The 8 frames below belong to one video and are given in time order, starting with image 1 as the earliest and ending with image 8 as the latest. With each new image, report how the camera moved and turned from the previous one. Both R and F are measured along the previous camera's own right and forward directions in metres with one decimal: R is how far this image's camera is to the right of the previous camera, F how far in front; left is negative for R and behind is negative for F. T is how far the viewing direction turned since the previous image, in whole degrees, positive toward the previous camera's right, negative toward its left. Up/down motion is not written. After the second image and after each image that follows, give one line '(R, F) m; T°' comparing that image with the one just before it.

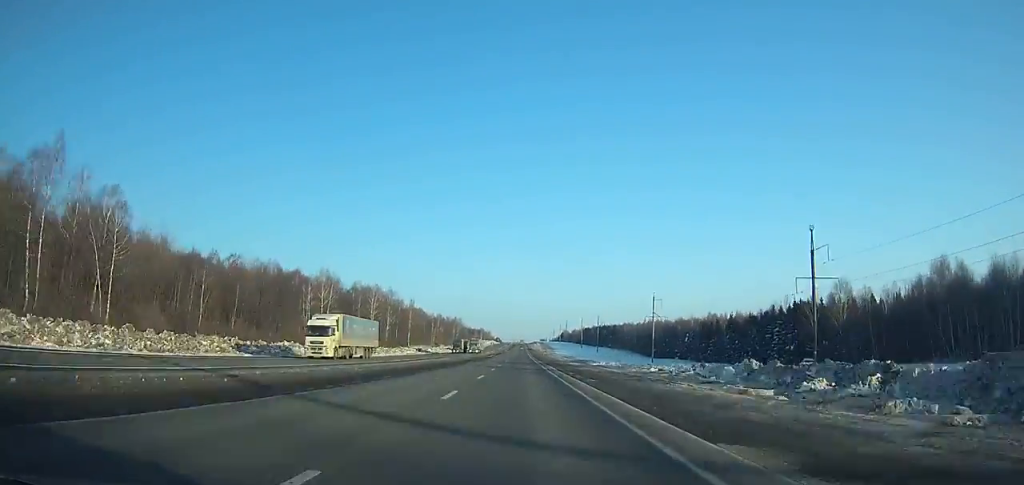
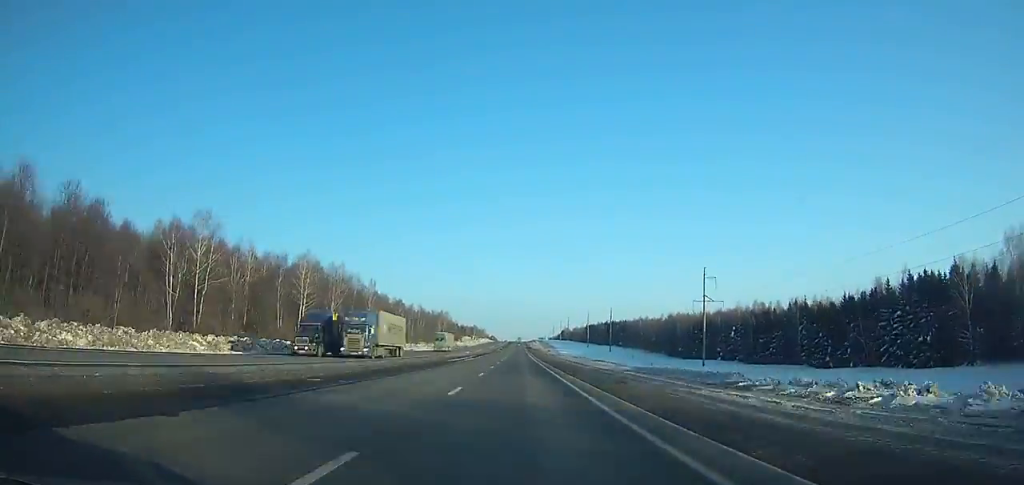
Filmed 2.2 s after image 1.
(+0.1, +59.0) m; 0°
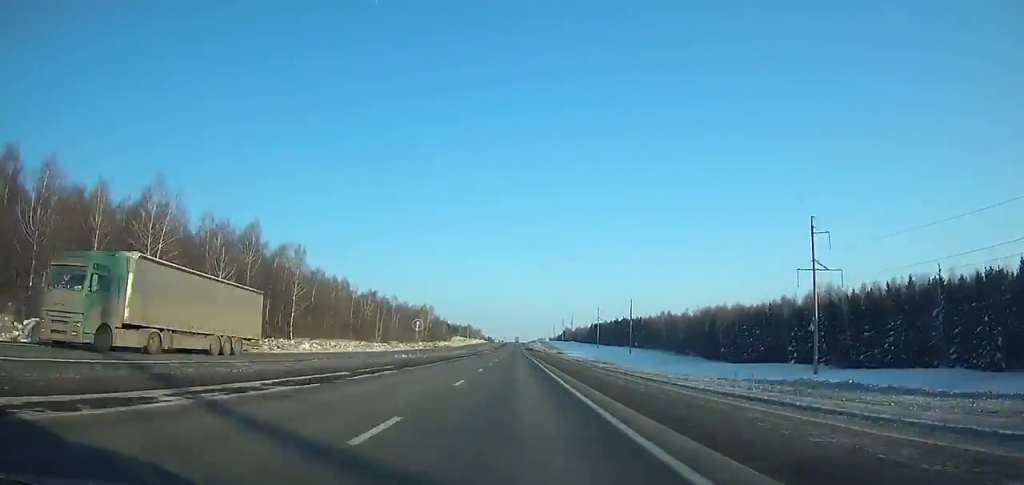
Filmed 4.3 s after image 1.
(+0.4, +56.5) m; 0°
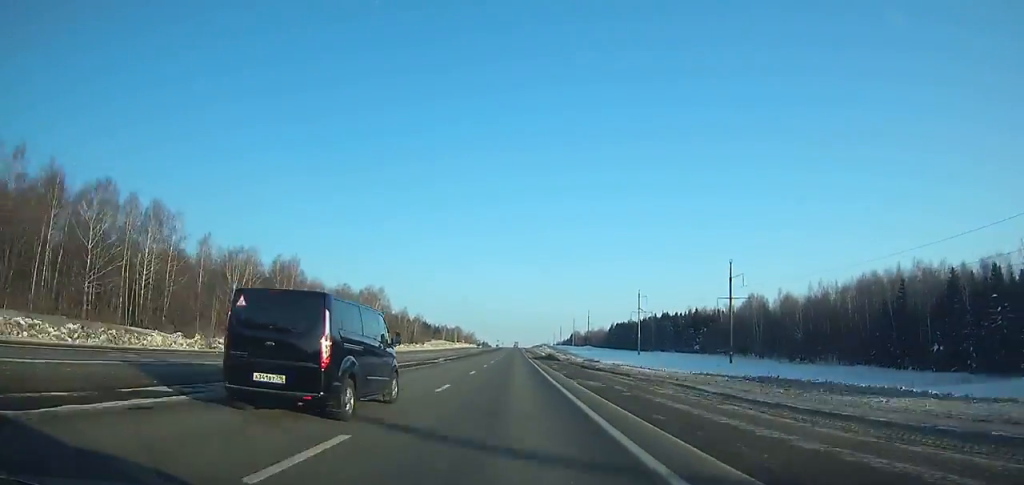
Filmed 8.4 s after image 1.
(-0.2, +110.5) m; 0°
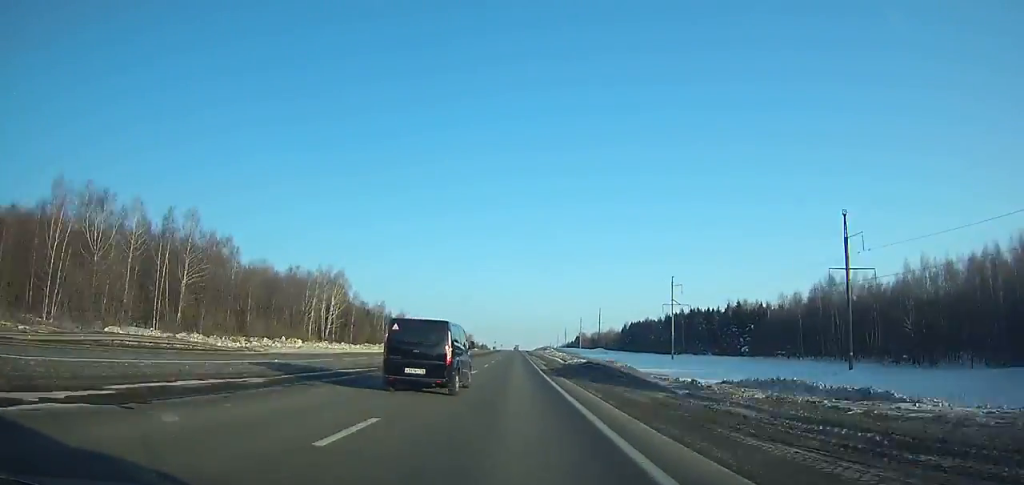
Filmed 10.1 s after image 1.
(-0.1, +45.8) m; 0°
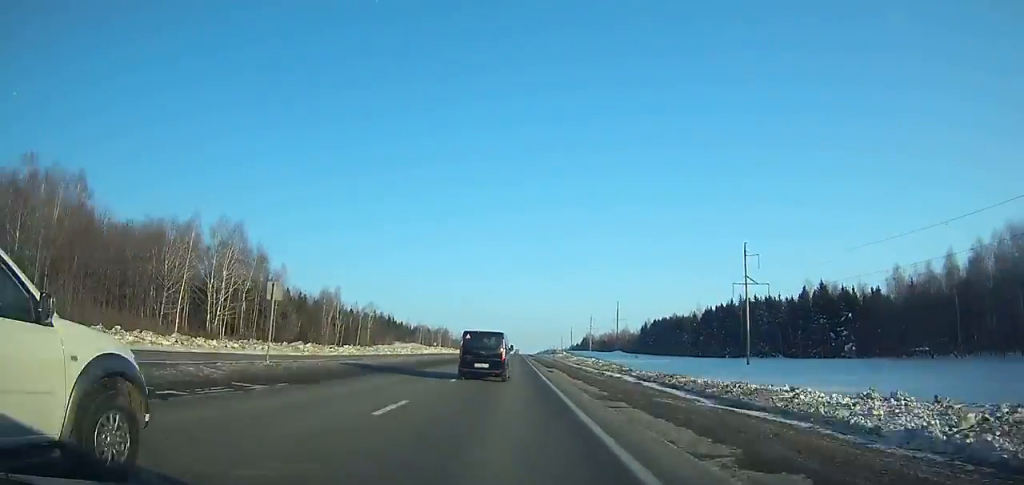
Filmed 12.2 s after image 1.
(+0.1, +56.5) m; 0°
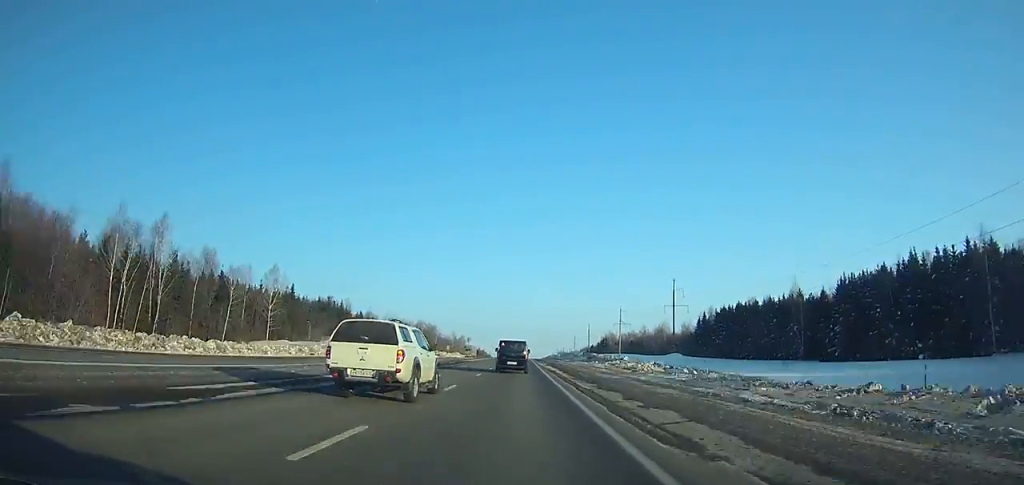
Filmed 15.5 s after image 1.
(0.0, +88.5) m; 0°
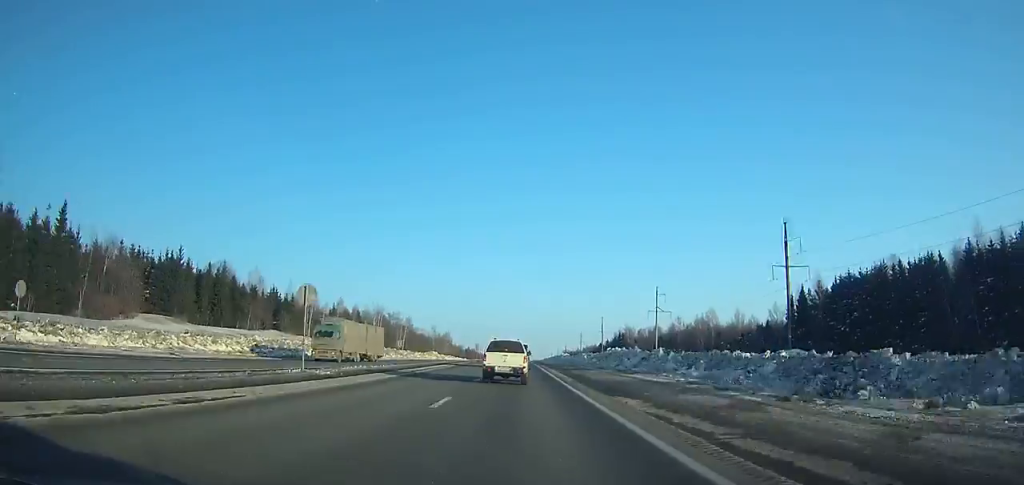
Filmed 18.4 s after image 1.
(0.0, +77.6) m; 0°
